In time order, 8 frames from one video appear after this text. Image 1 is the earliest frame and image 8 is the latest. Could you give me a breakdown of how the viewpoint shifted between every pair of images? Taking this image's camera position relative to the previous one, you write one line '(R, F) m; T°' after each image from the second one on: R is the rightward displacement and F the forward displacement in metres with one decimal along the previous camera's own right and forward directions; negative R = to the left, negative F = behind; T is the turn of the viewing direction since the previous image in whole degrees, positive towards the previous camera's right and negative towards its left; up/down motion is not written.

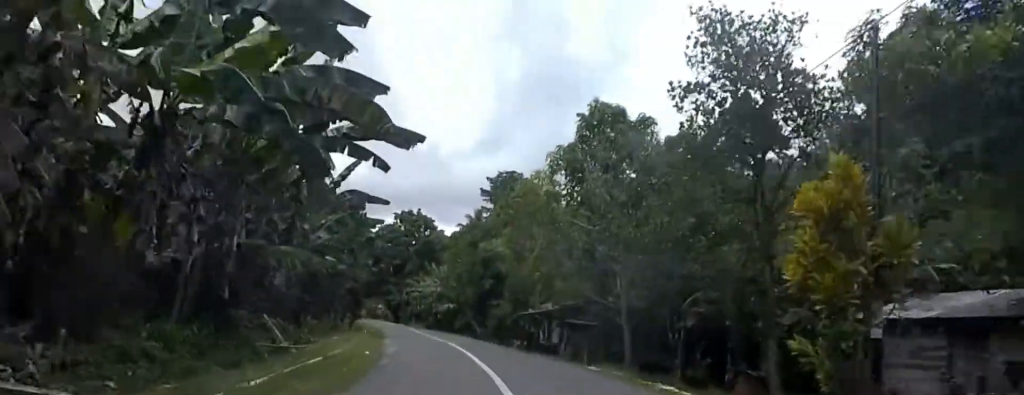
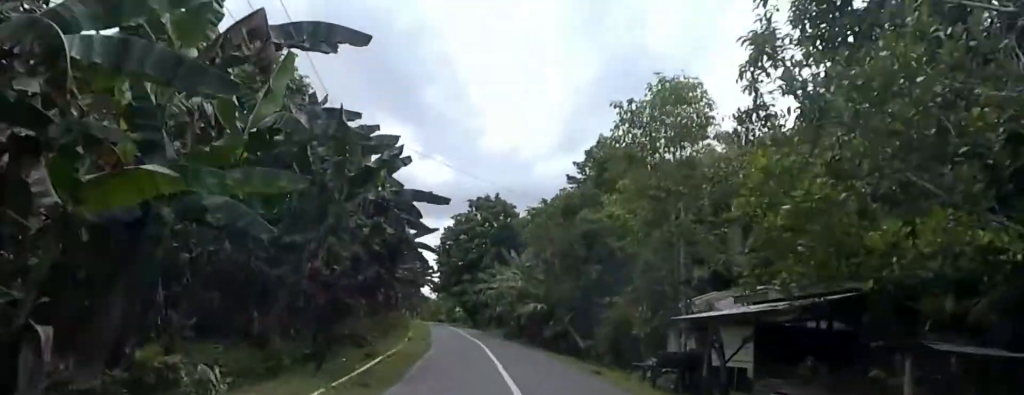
(-0.8, +16.1) m; -2°
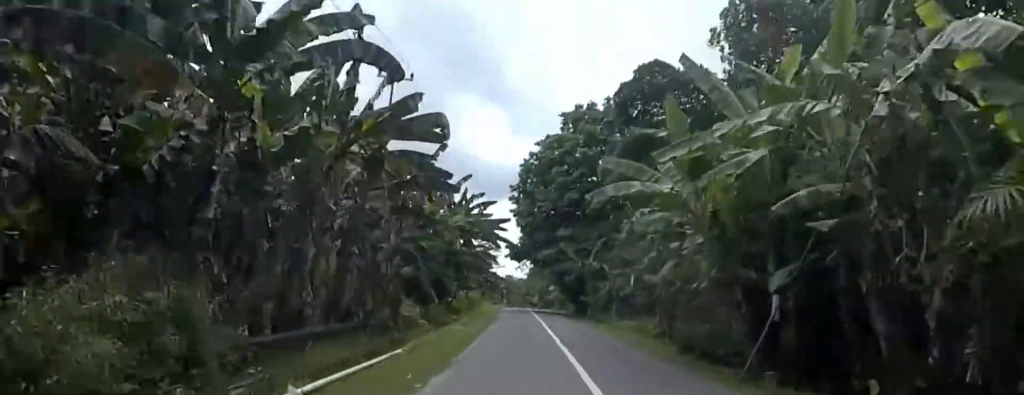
(-2.6, +29.8) m; -9°
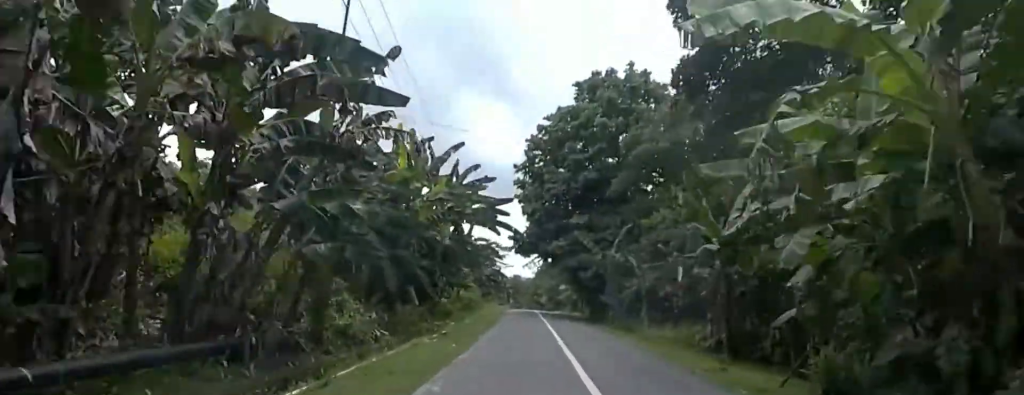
(-0.5, +7.4) m; +3°
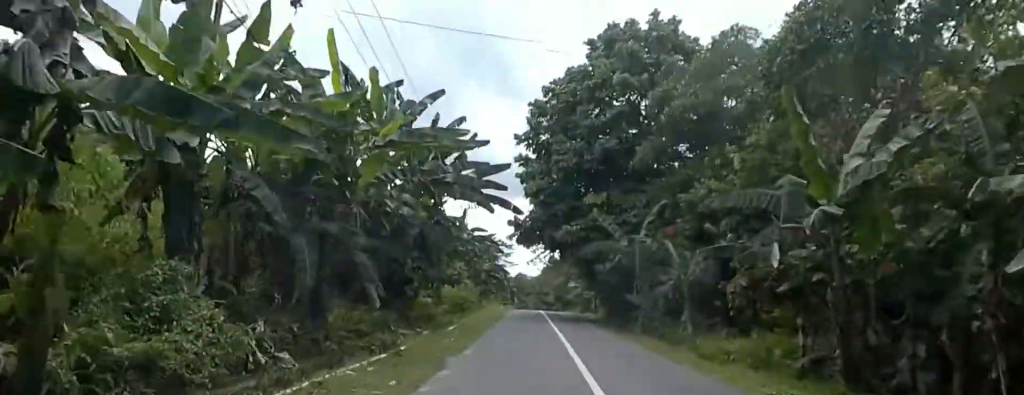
(-0.4, +7.0) m; +1°
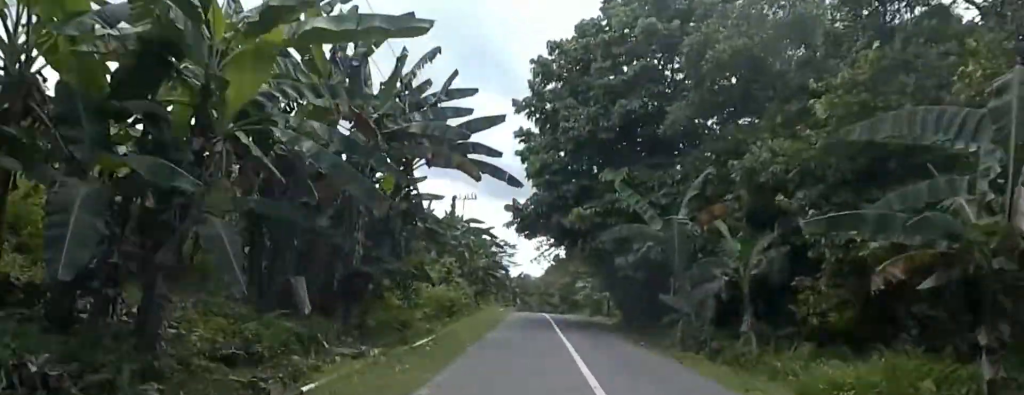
(+1.1, +5.8) m; -2°
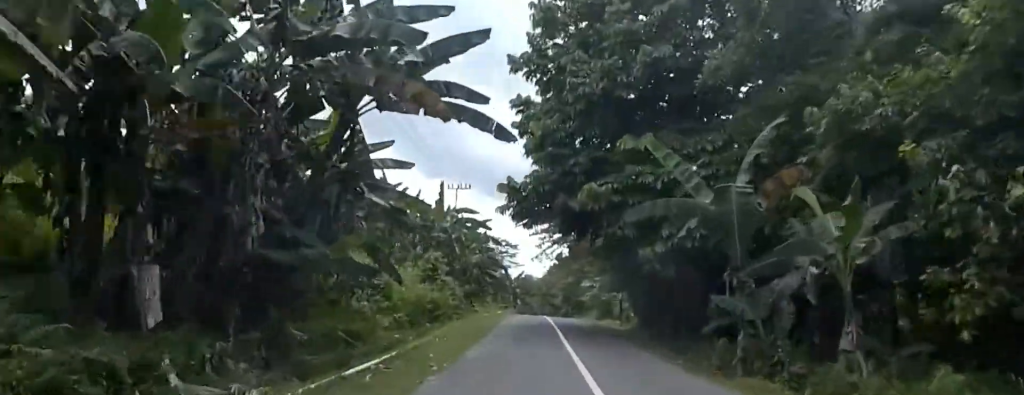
(+0.6, +5.0) m; -2°
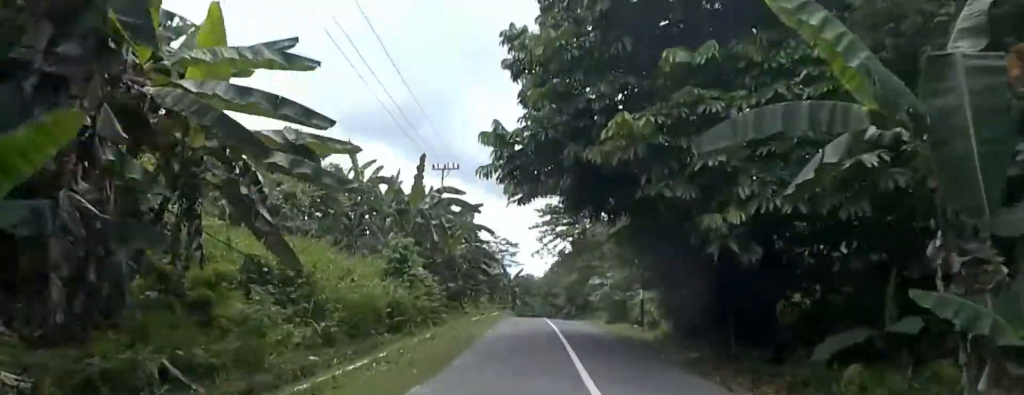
(-1.5, +6.8) m; -6°
